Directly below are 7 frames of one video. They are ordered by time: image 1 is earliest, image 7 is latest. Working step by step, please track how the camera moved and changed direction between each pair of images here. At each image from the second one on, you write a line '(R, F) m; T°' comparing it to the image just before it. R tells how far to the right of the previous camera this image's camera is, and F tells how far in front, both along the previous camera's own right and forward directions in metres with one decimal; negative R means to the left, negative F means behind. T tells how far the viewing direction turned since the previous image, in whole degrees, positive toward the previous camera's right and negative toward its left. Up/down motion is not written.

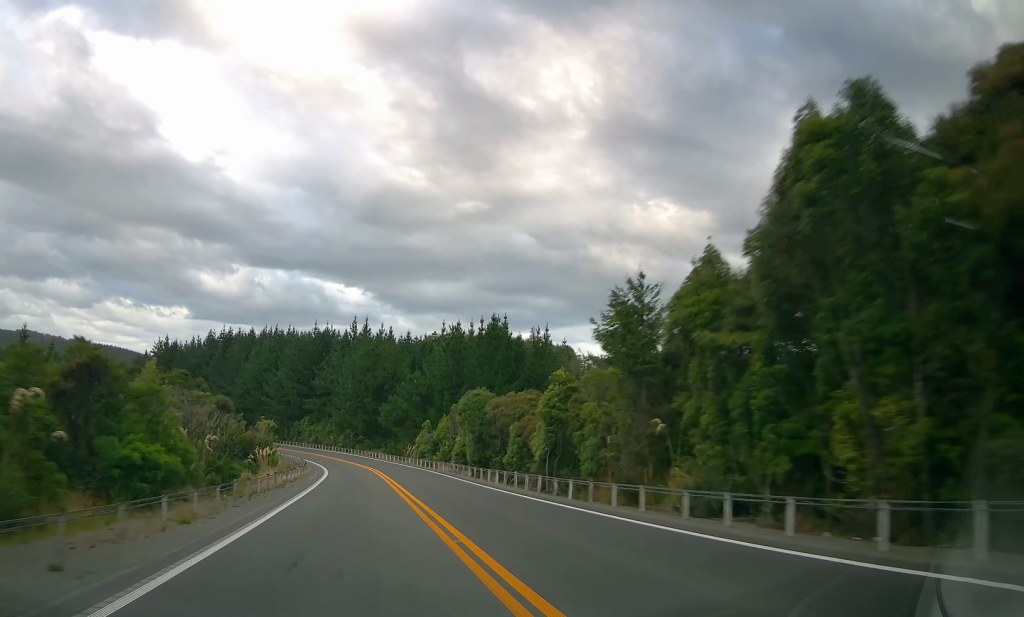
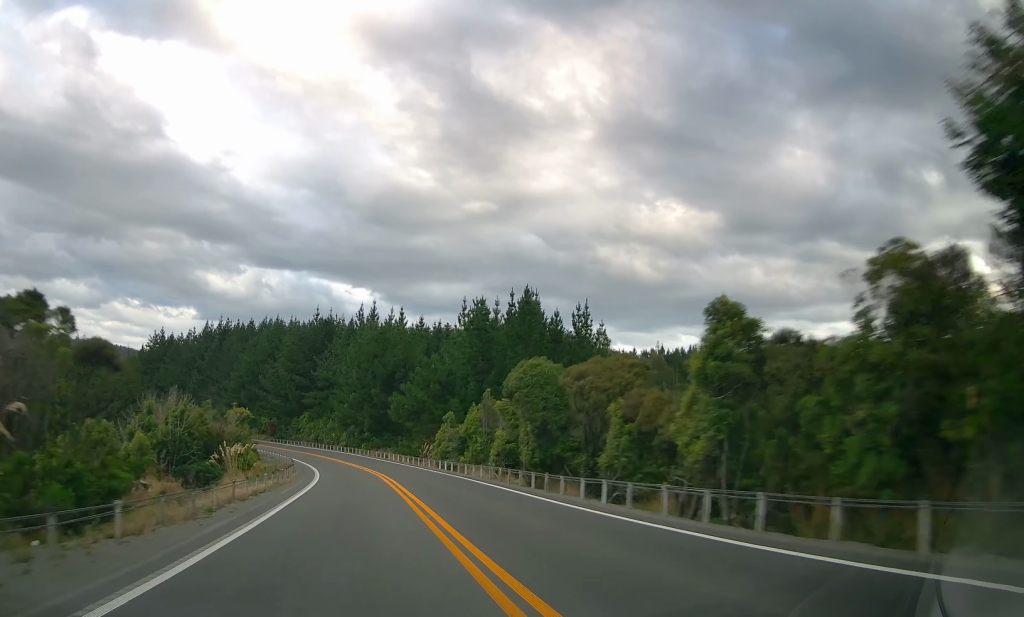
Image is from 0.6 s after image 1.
(-0.1, +15.1) m; 0°
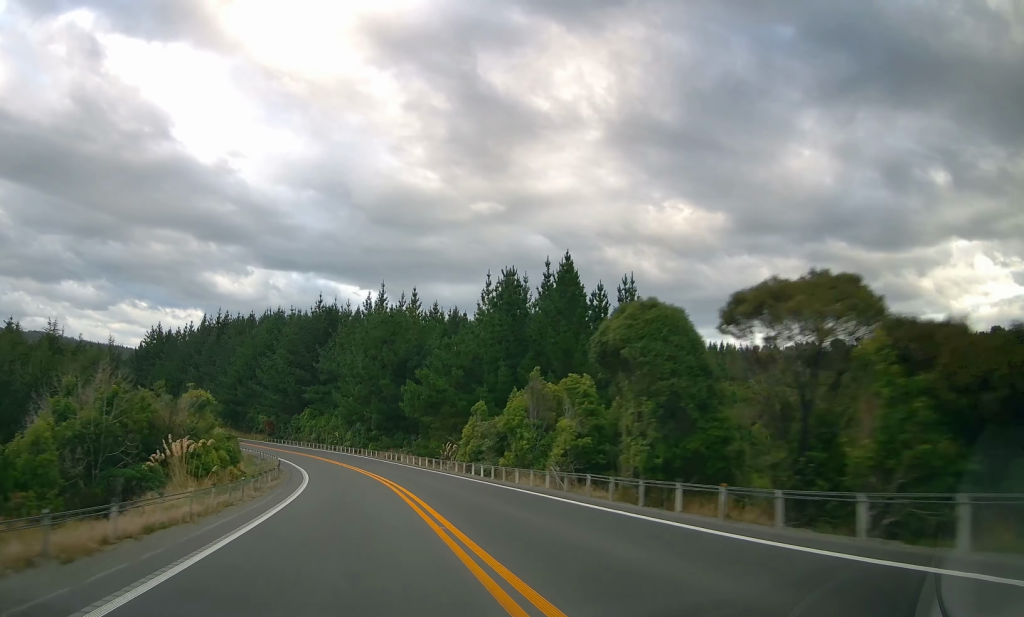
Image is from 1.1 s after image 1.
(0.0, +12.6) m; 0°
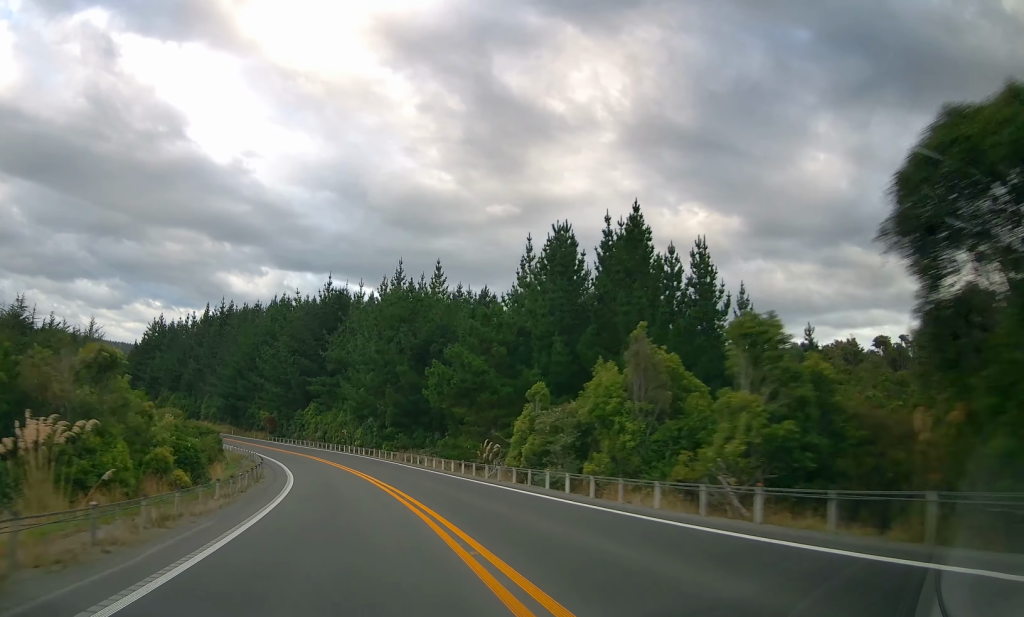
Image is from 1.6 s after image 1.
(0.0, +13.2) m; -2°
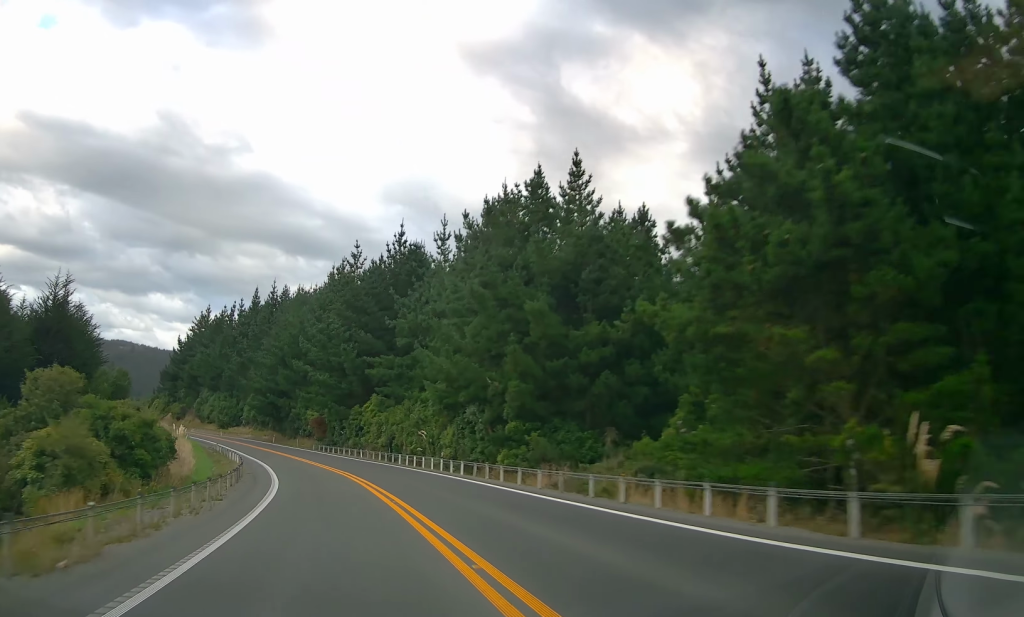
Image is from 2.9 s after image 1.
(-1.4, +31.0) m; -7°
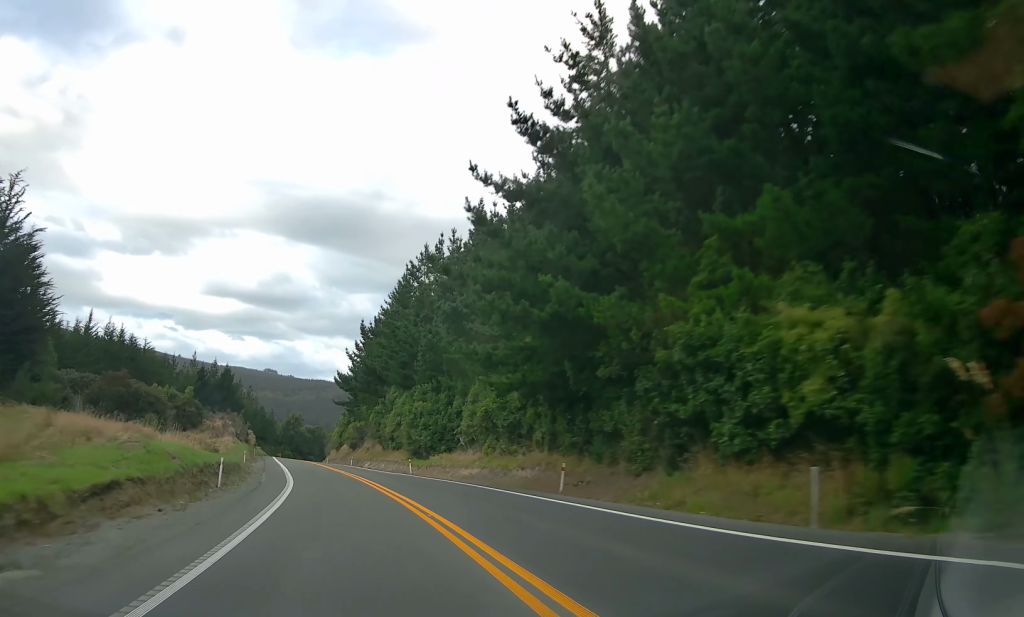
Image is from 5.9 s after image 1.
(-11.7, +70.7) m; -19°
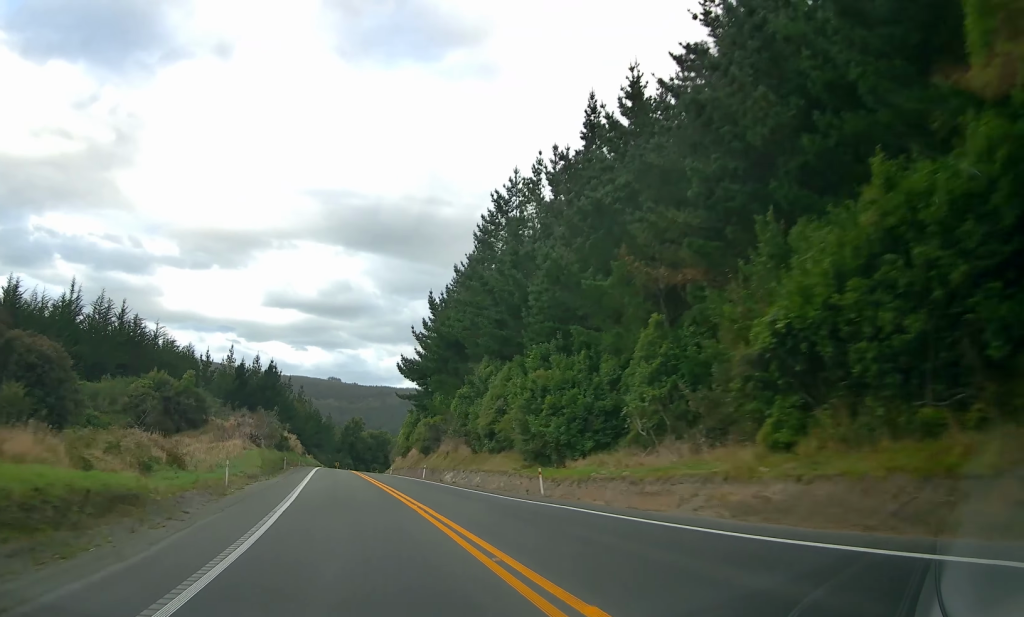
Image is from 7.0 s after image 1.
(-2.1, +25.3) m; -8°
